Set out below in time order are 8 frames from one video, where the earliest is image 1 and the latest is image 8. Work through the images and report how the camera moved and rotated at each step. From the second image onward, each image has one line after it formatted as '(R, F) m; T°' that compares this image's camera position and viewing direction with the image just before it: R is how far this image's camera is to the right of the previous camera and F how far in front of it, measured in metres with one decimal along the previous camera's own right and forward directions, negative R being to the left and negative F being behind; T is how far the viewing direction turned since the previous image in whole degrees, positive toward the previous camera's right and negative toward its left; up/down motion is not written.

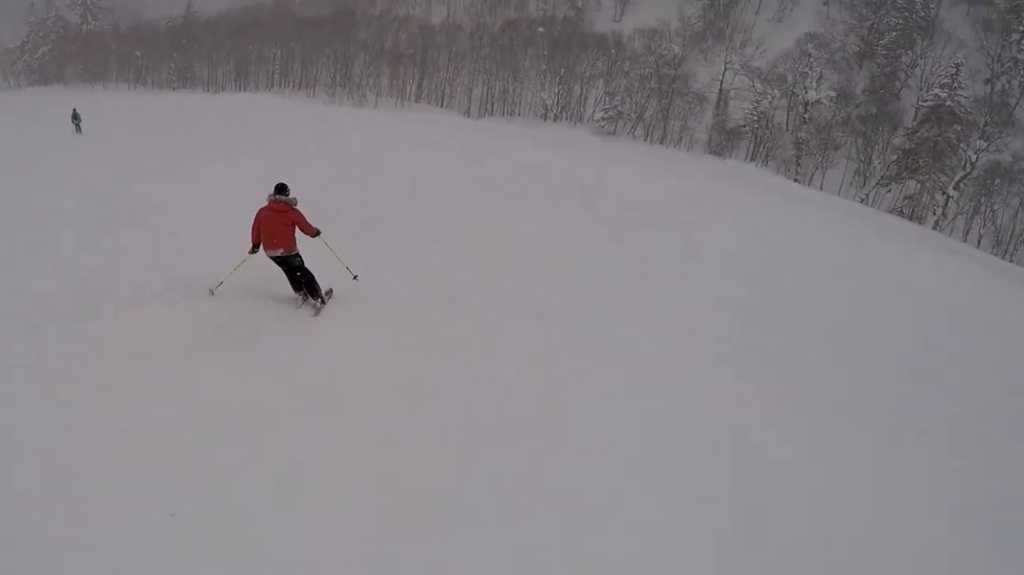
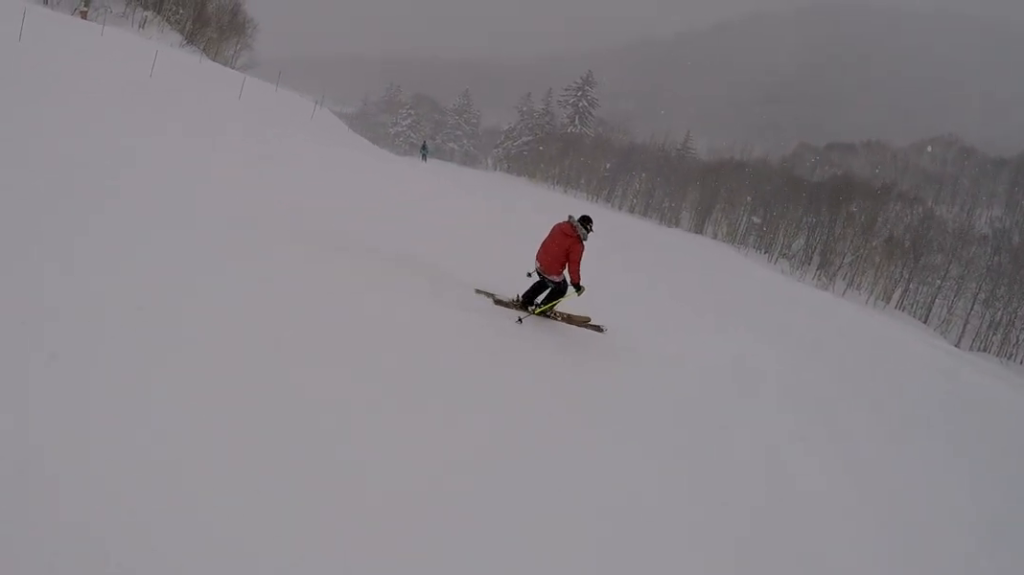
(-3.9, +16.4) m; -30°
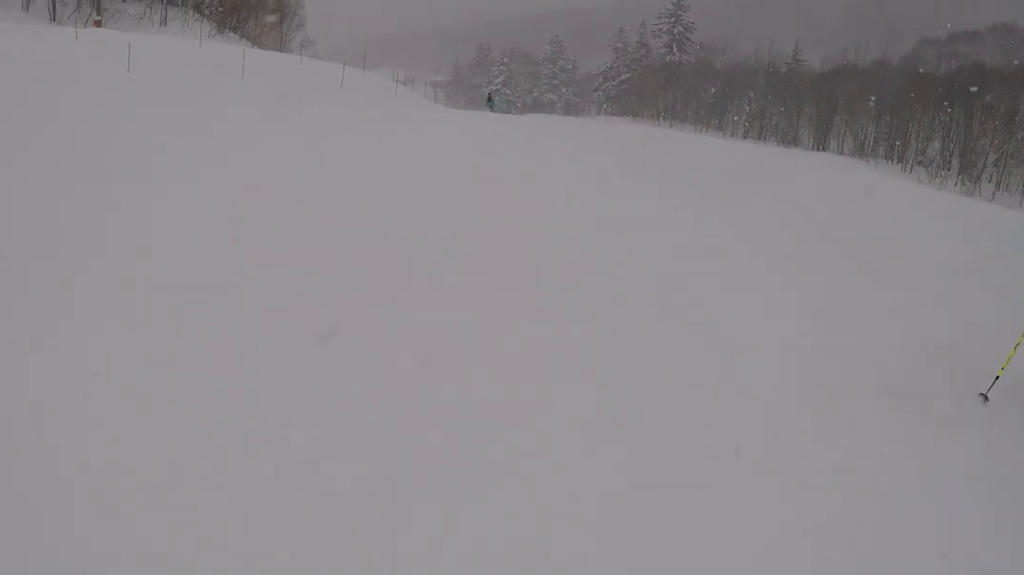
(-0.6, +6.8) m; -16°
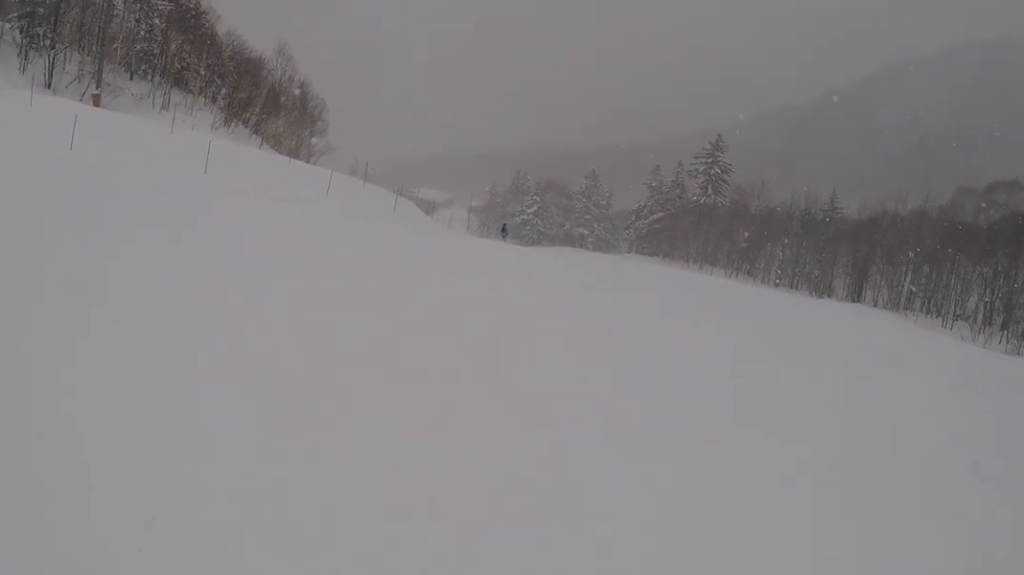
(-1.5, +6.3) m; -12°
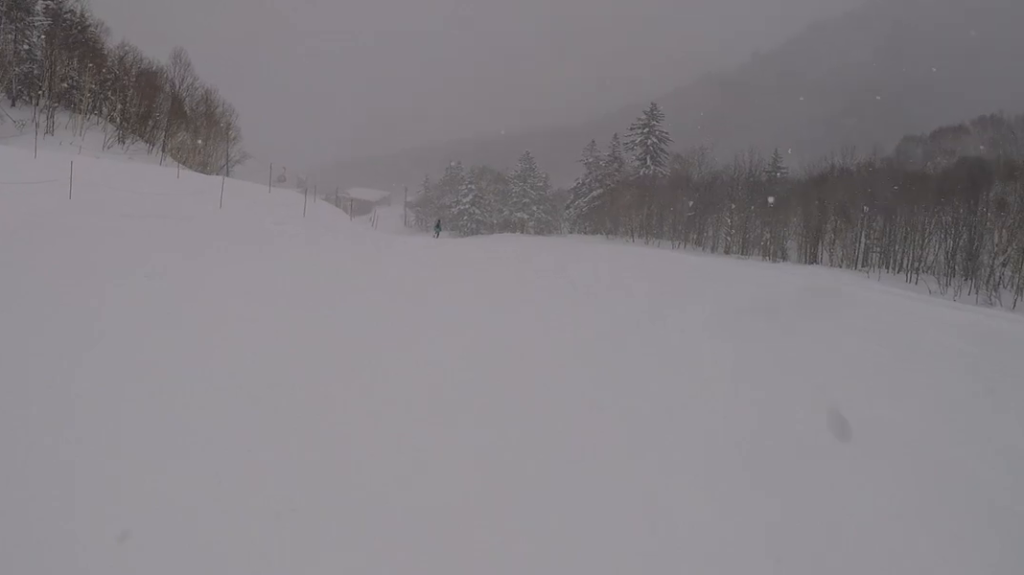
(-0.3, +4.5) m; -3°
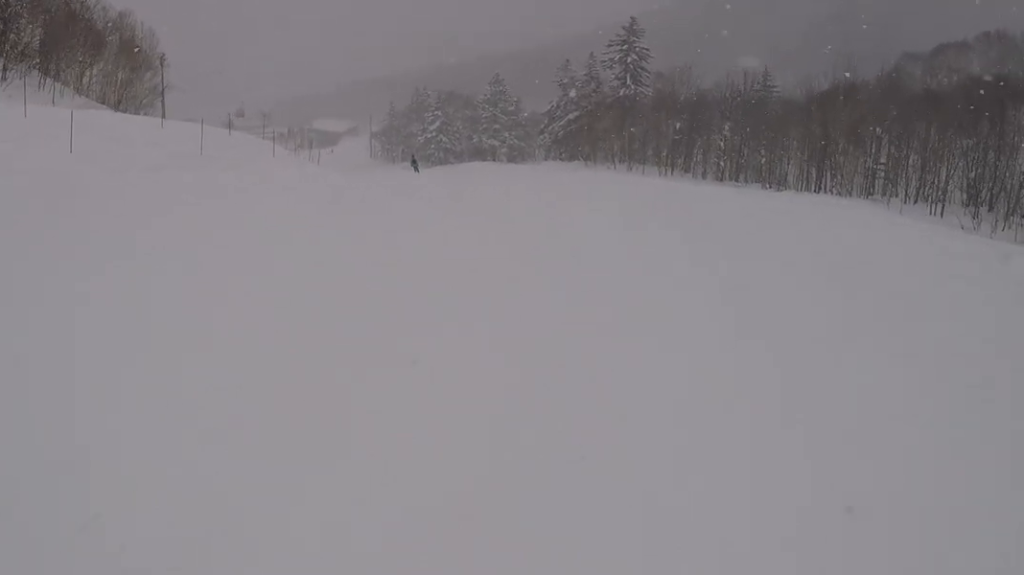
(-0.2, +9.4) m; -1°
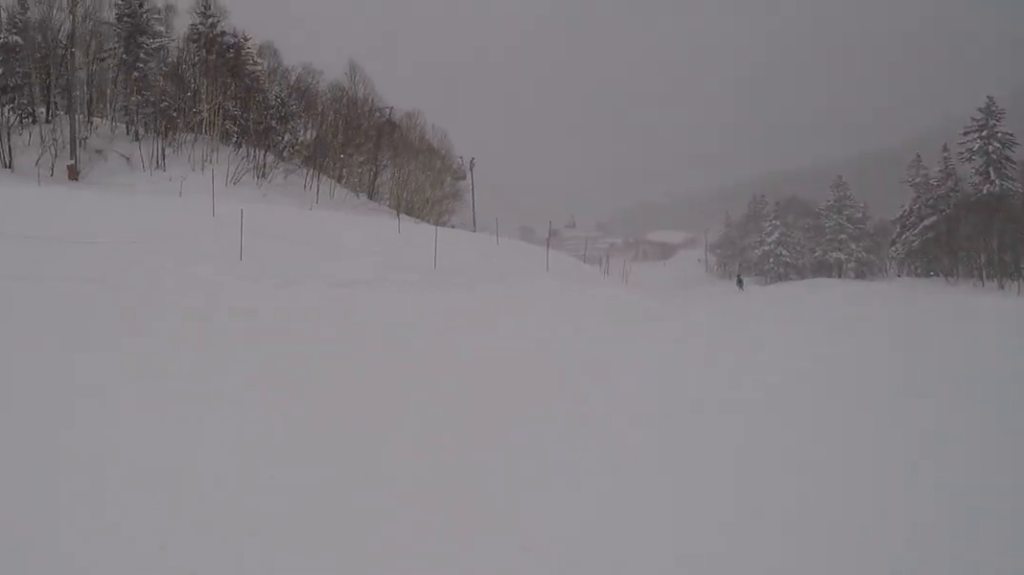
(0.0, +9.0) m; 0°
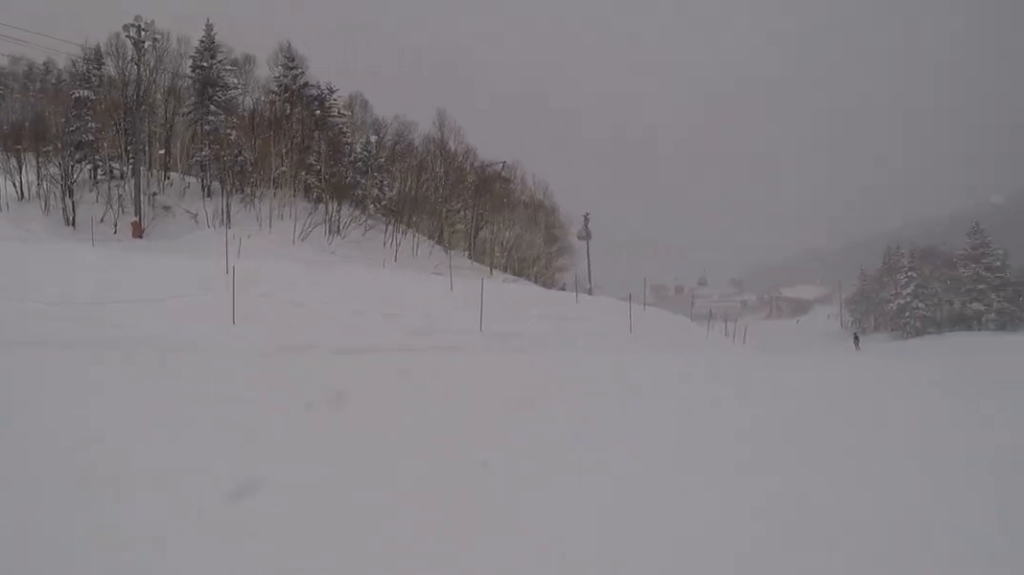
(0.0, +5.0) m; 0°
